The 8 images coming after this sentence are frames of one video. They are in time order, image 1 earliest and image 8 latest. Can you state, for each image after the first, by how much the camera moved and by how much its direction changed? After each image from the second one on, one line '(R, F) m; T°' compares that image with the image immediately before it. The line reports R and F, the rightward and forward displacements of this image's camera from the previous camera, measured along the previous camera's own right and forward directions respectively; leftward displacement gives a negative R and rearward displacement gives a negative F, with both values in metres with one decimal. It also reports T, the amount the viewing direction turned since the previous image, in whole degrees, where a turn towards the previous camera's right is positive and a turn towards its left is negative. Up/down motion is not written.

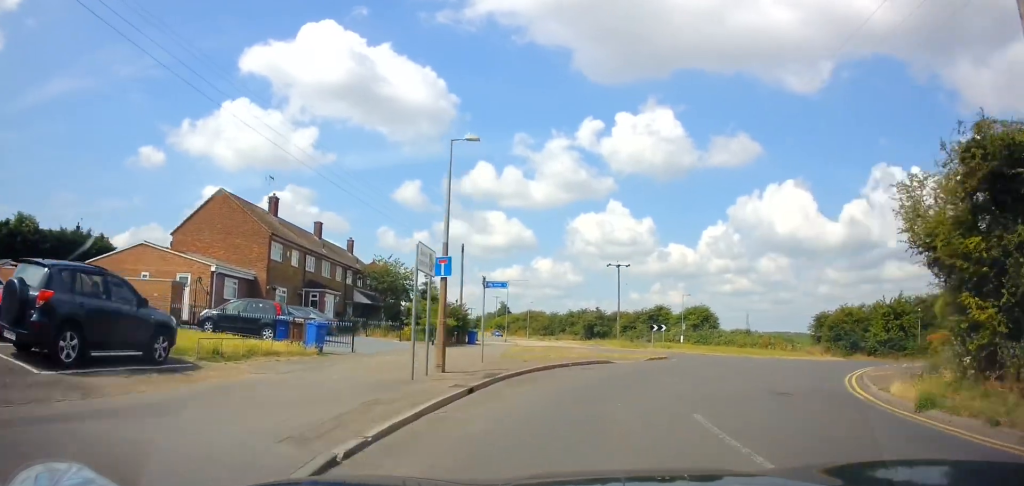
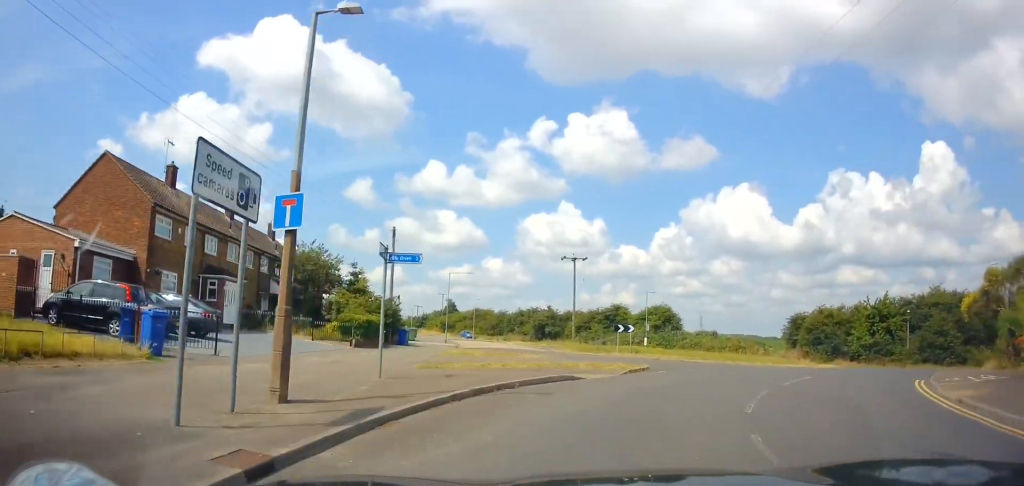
(+0.4, +6.3) m; +4°
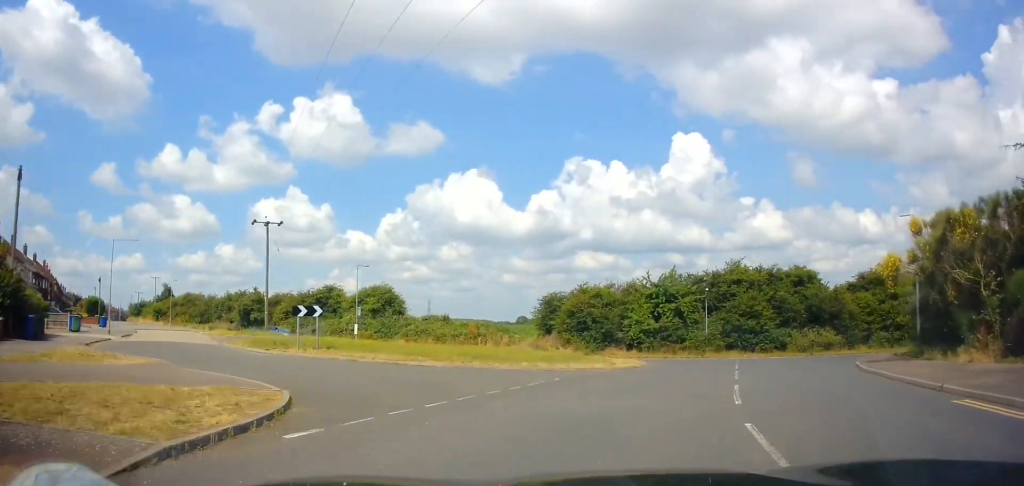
(+2.2, +12.4) m; +25°
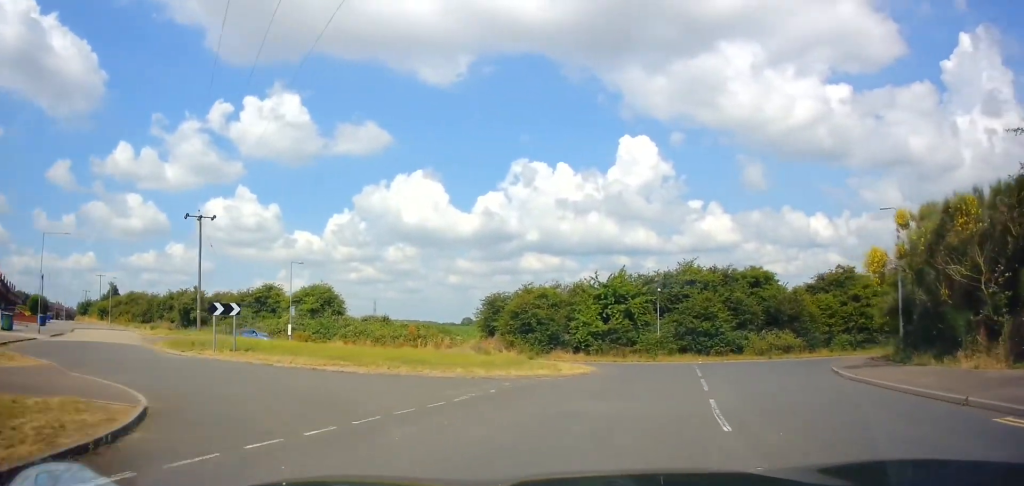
(+0.2, +2.6) m; +6°
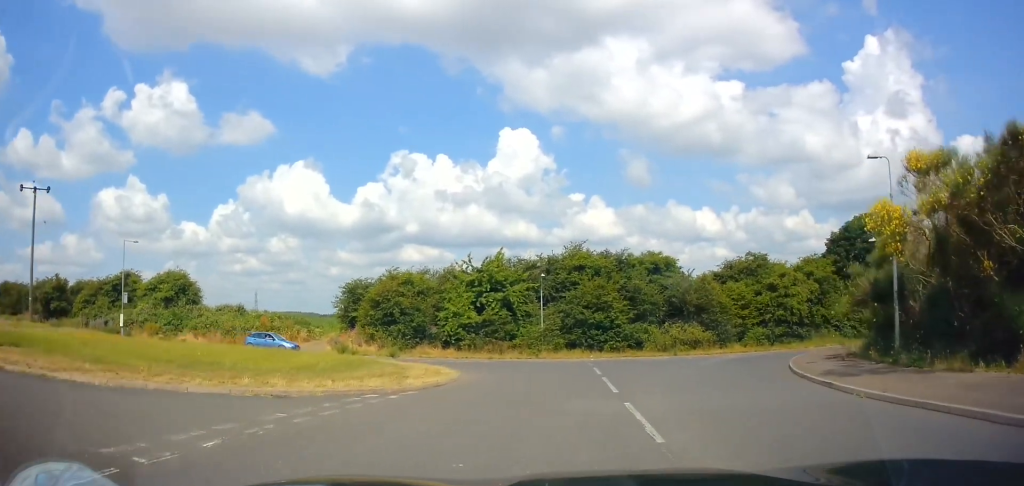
(+0.9, +6.5) m; +11°
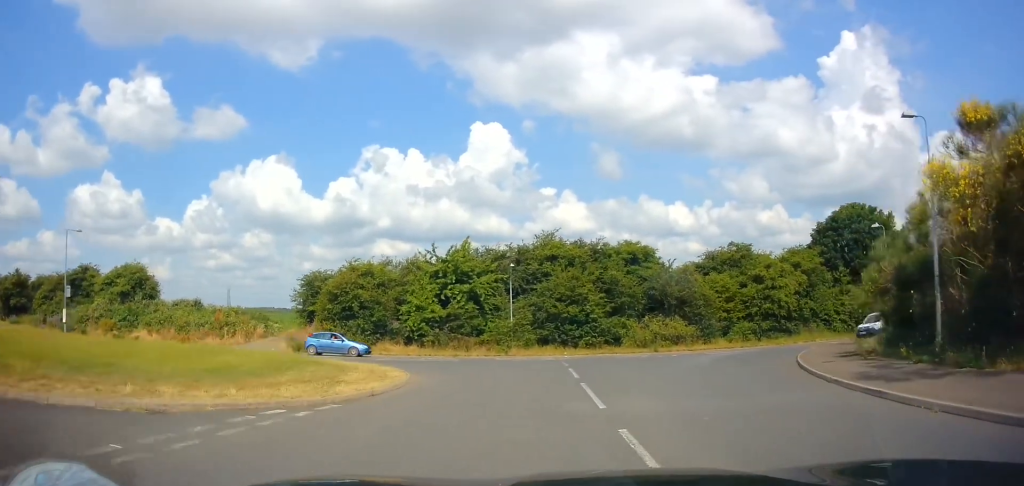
(+0.2, +2.9) m; +2°
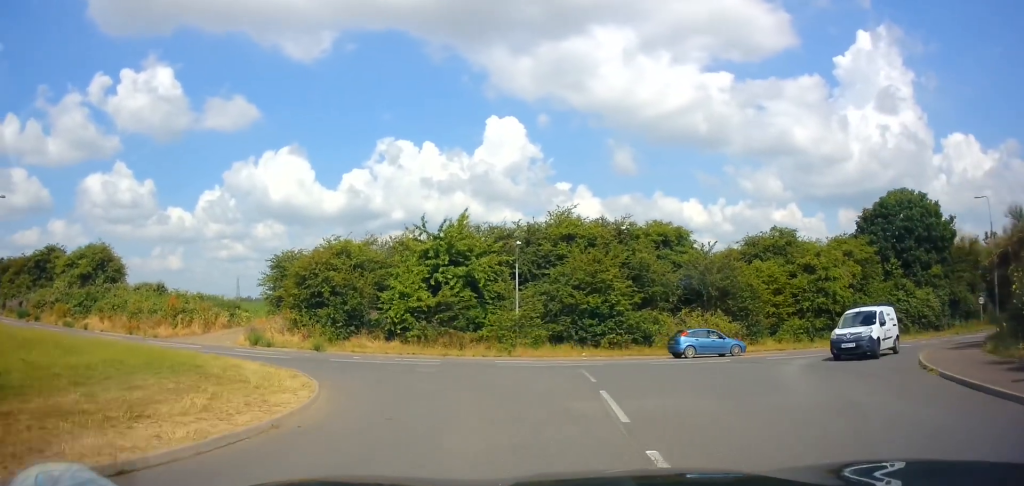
(-0.3, +7.4) m; -4°
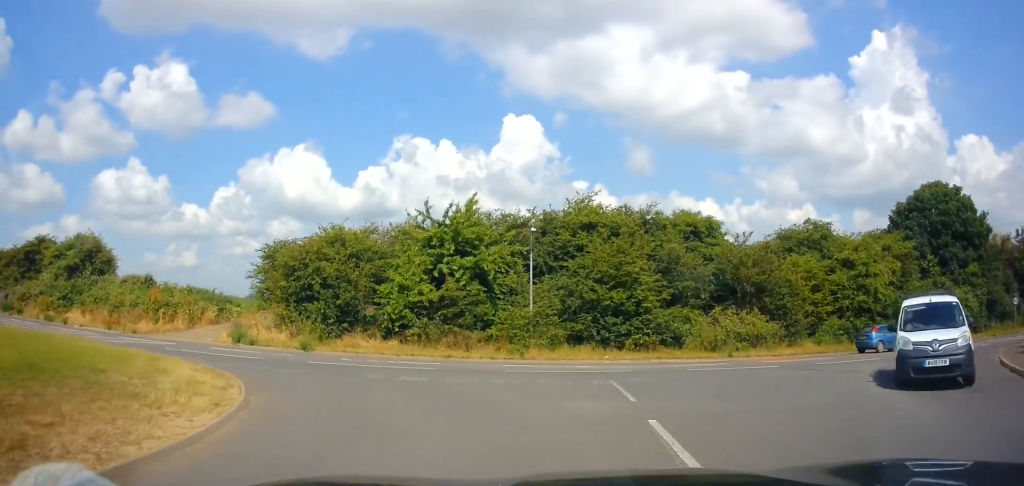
(-0.1, +3.5) m; -1°
